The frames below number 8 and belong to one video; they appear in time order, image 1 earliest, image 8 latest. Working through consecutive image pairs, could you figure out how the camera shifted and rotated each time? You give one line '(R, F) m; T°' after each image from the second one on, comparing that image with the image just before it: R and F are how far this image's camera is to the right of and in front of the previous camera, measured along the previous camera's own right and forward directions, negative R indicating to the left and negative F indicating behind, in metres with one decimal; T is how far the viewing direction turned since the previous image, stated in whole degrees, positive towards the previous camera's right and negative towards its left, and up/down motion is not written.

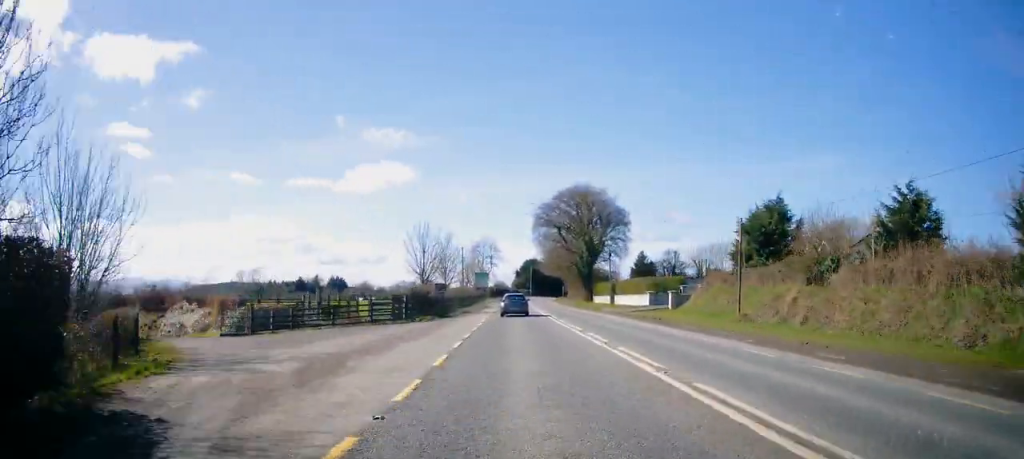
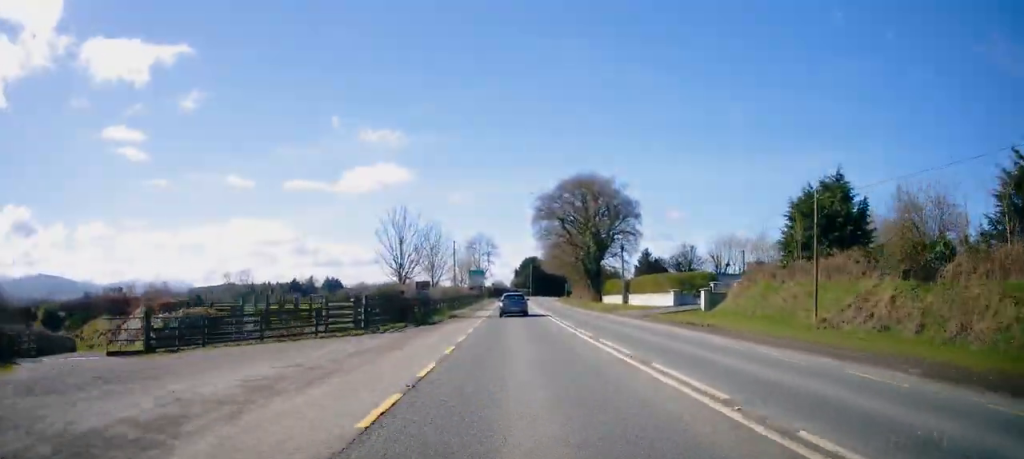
(+0.2, +9.4) m; 0°
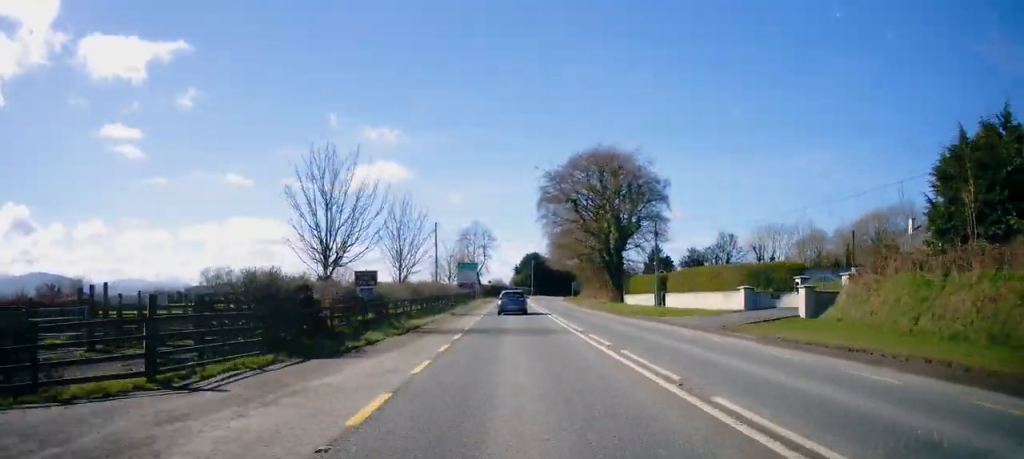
(-0.4, +15.7) m; -1°
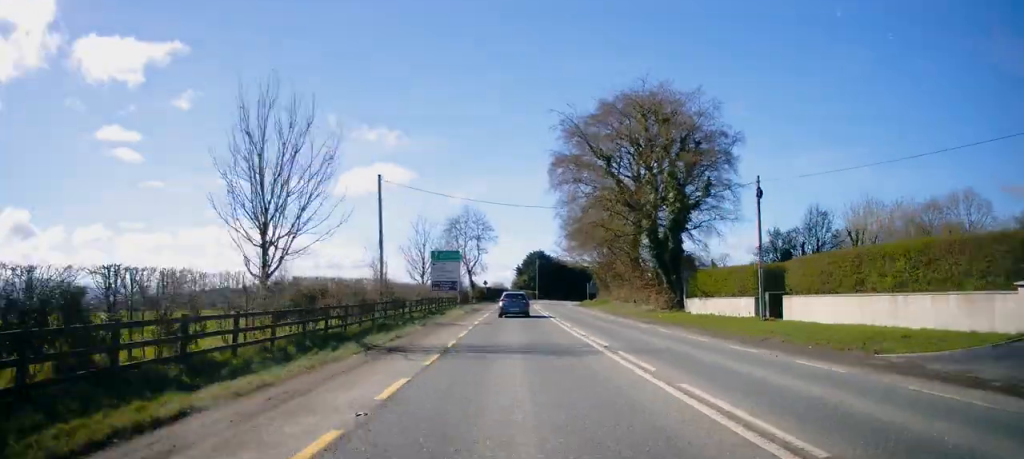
(0.0, +21.9) m; +1°
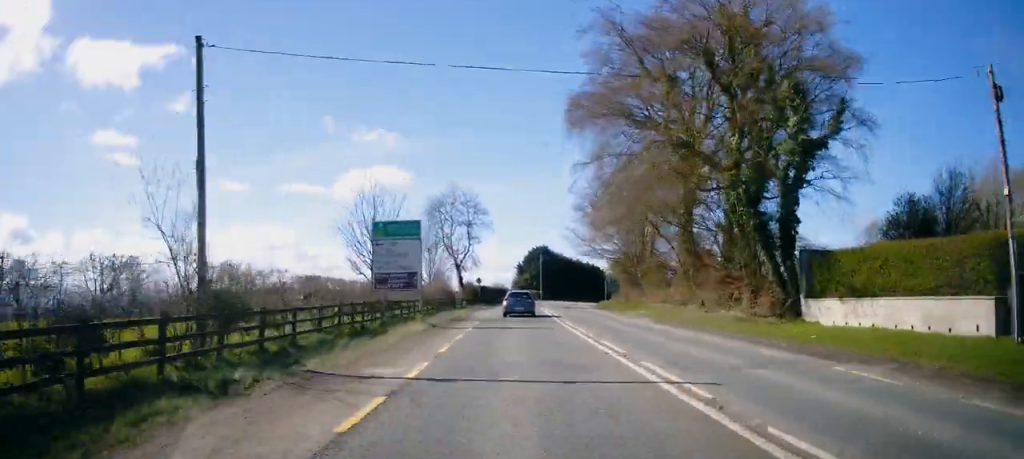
(+0.2, +17.5) m; 0°
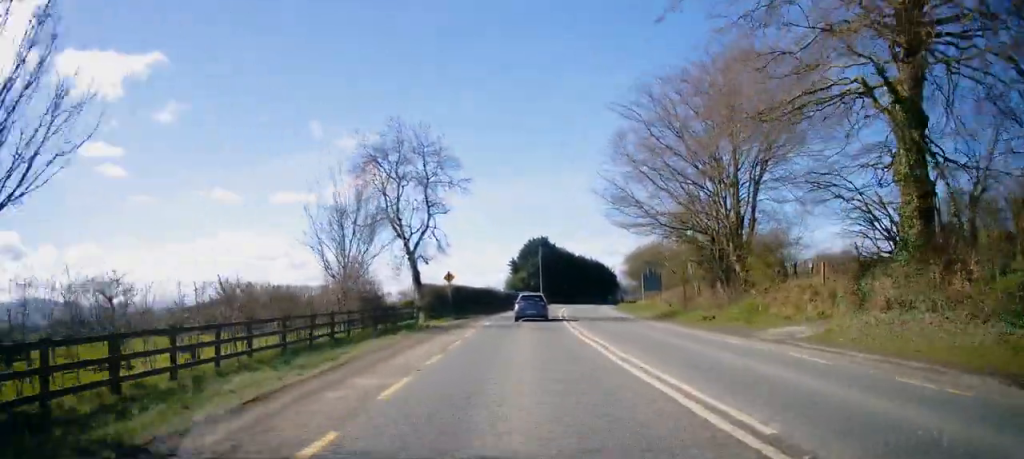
(-0.1, +25.4) m; 0°
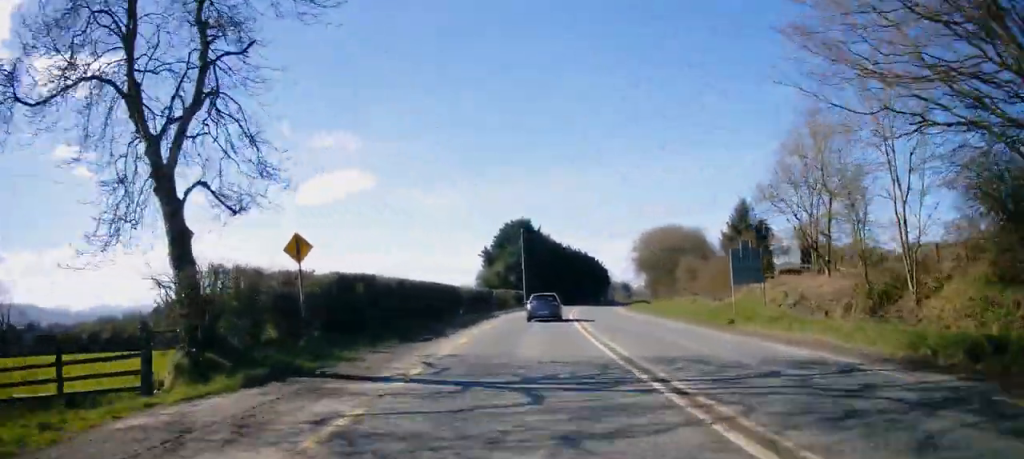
(+0.3, +26.0) m; +2°
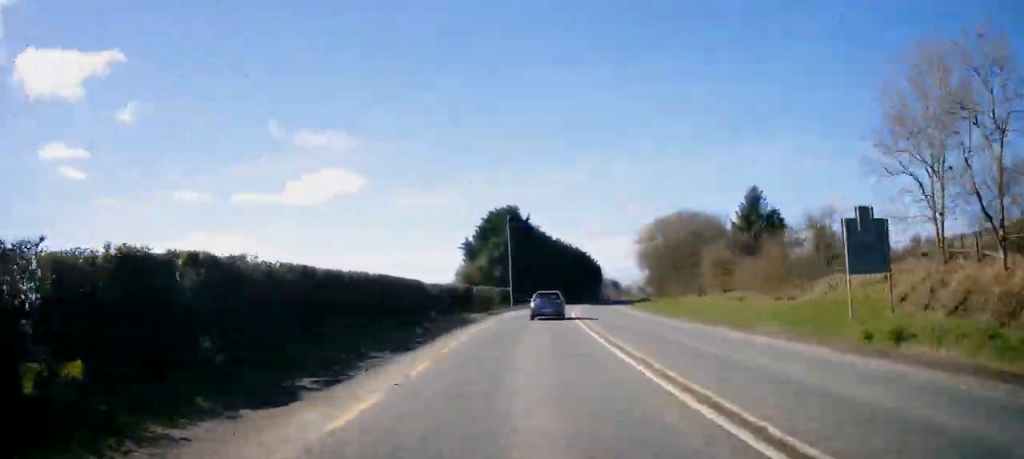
(+0.1, +11.0) m; +2°
